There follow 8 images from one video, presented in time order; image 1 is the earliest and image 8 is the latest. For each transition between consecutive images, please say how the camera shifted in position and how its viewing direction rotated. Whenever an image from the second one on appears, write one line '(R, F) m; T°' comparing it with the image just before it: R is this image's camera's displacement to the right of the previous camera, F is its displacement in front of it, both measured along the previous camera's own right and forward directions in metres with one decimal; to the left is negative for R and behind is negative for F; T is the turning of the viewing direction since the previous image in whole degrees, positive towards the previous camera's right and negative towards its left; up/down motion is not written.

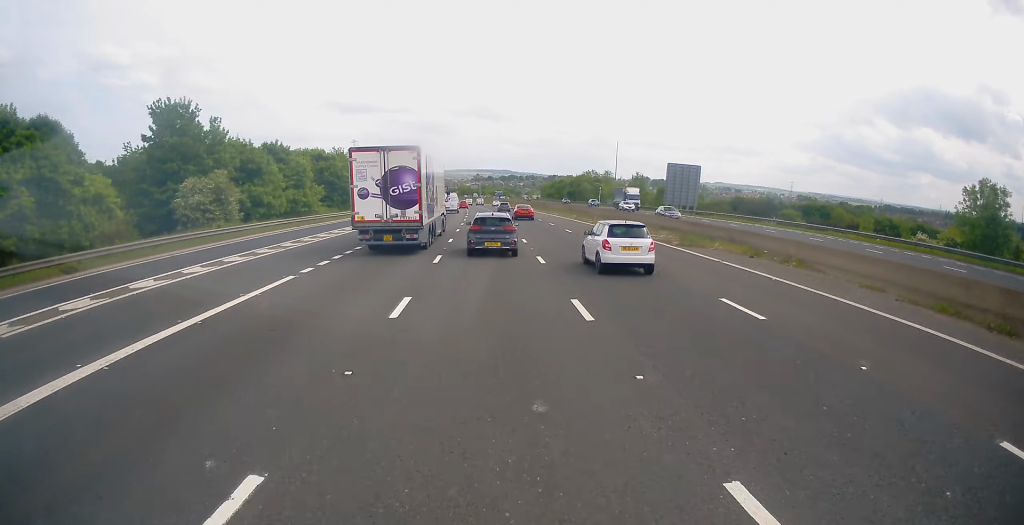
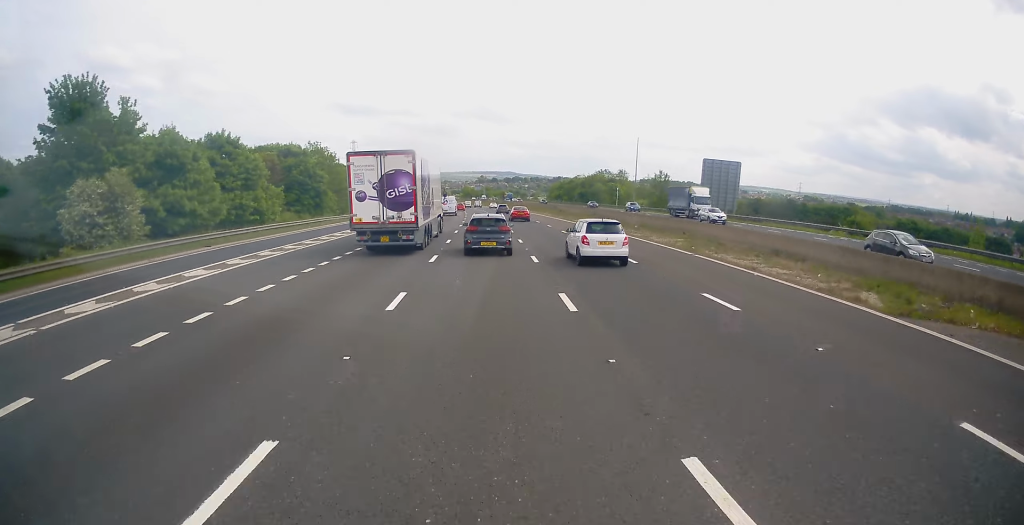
(0.0, +16.5) m; 0°
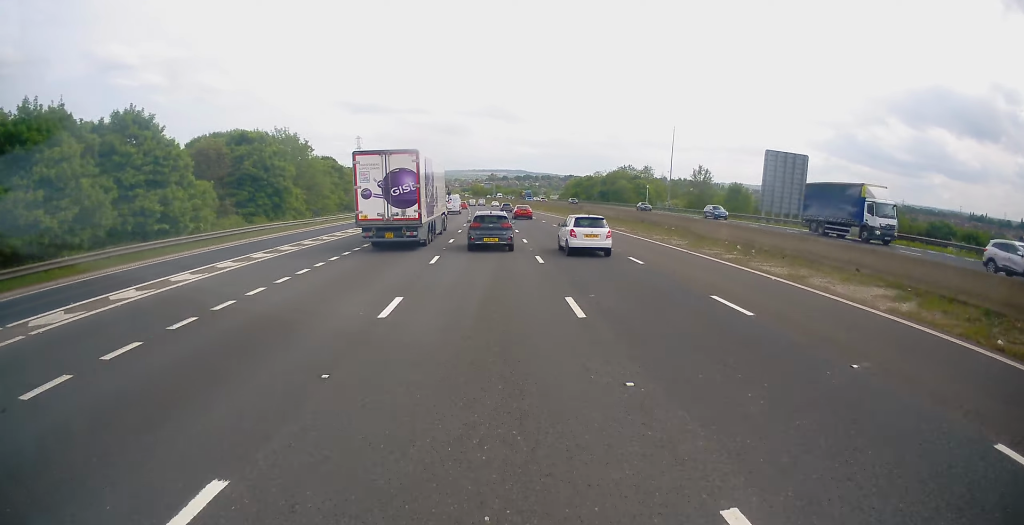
(+0.1, +18.2) m; -1°
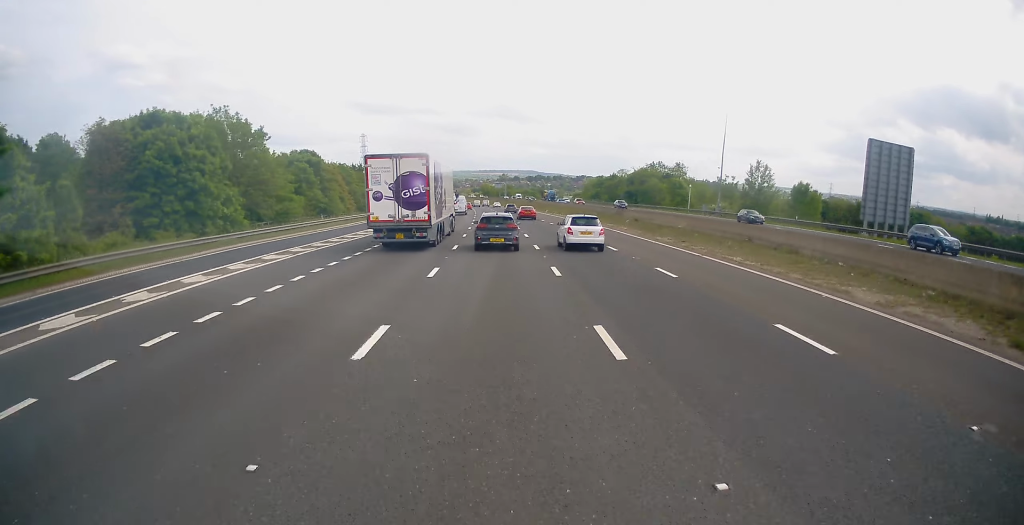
(-0.3, +20.0) m; -1°
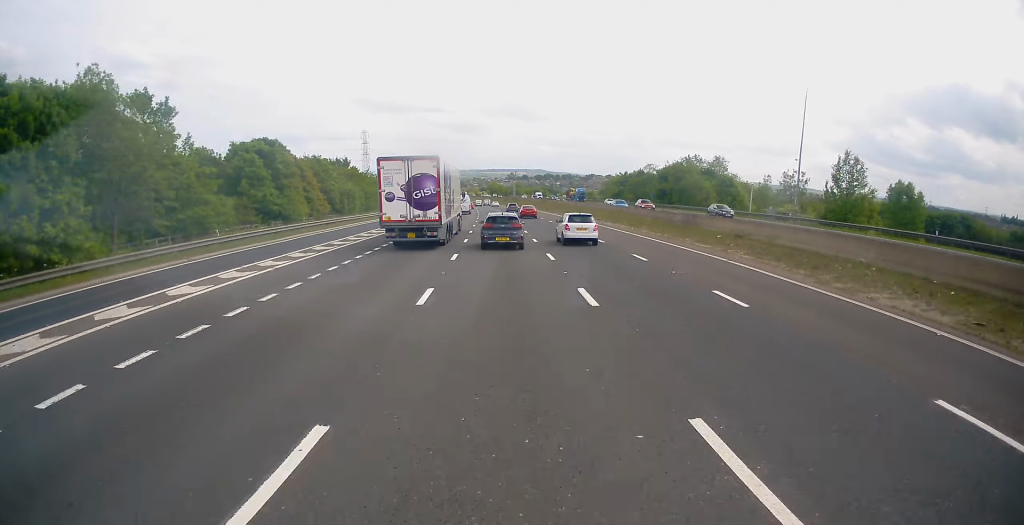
(-0.2, +21.9) m; -1°
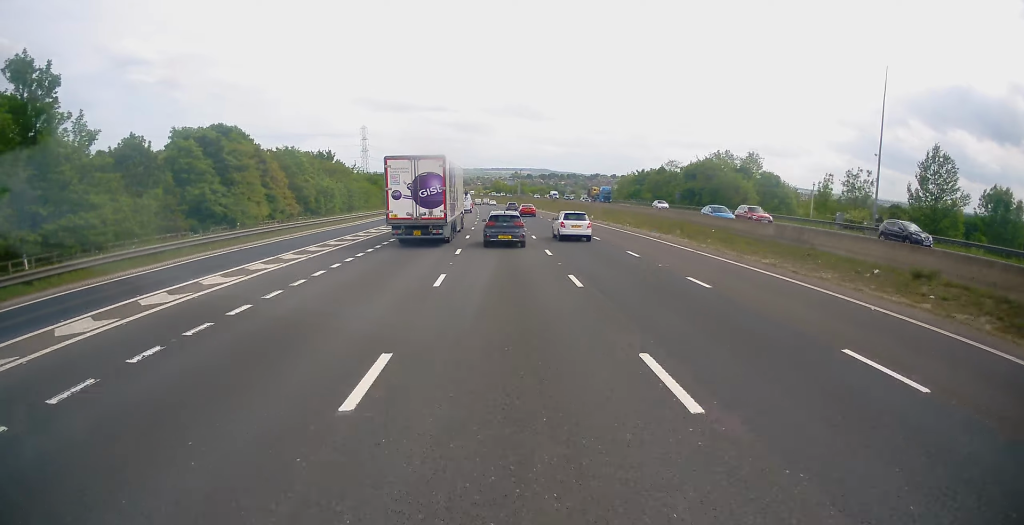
(-0.1, +15.1) m; -1°
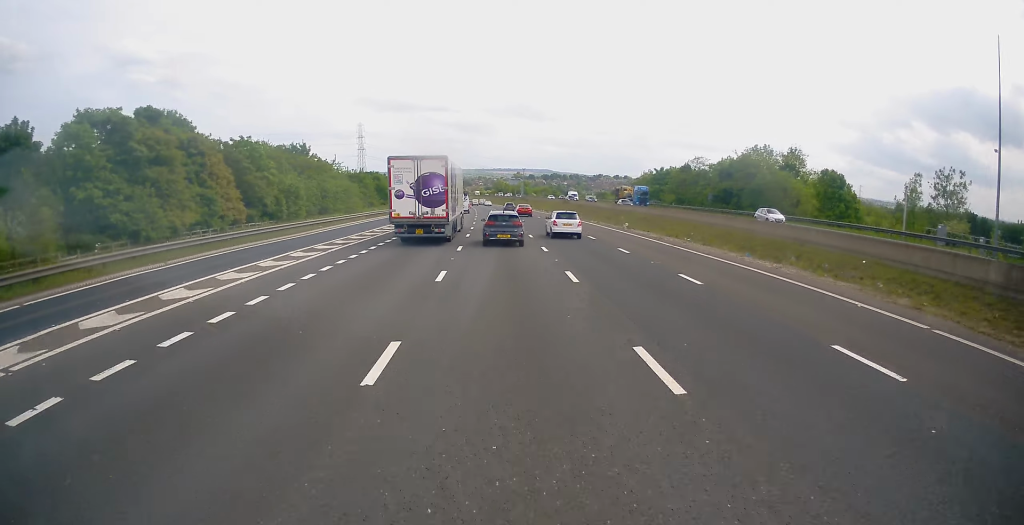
(-0.1, +15.9) m; -1°
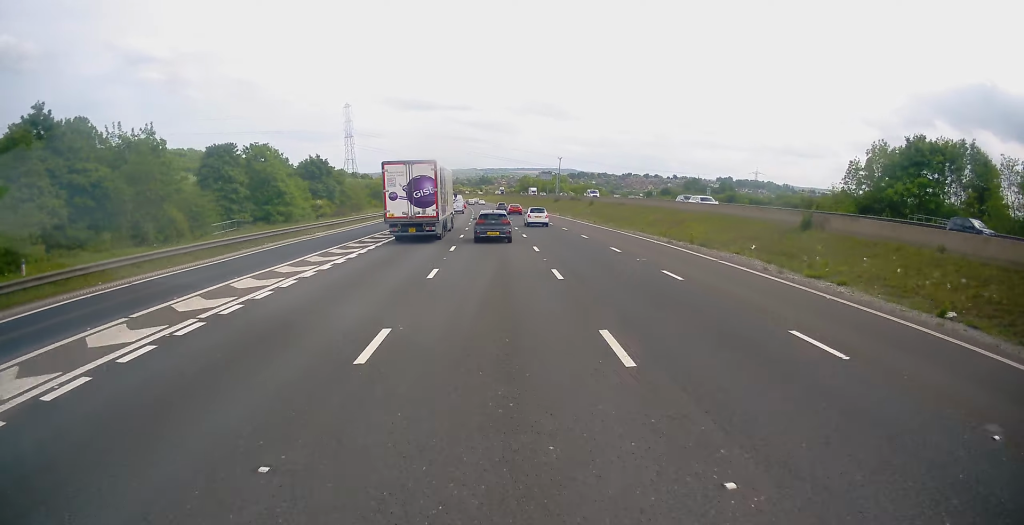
(-0.6, +84.0) m; -2°
